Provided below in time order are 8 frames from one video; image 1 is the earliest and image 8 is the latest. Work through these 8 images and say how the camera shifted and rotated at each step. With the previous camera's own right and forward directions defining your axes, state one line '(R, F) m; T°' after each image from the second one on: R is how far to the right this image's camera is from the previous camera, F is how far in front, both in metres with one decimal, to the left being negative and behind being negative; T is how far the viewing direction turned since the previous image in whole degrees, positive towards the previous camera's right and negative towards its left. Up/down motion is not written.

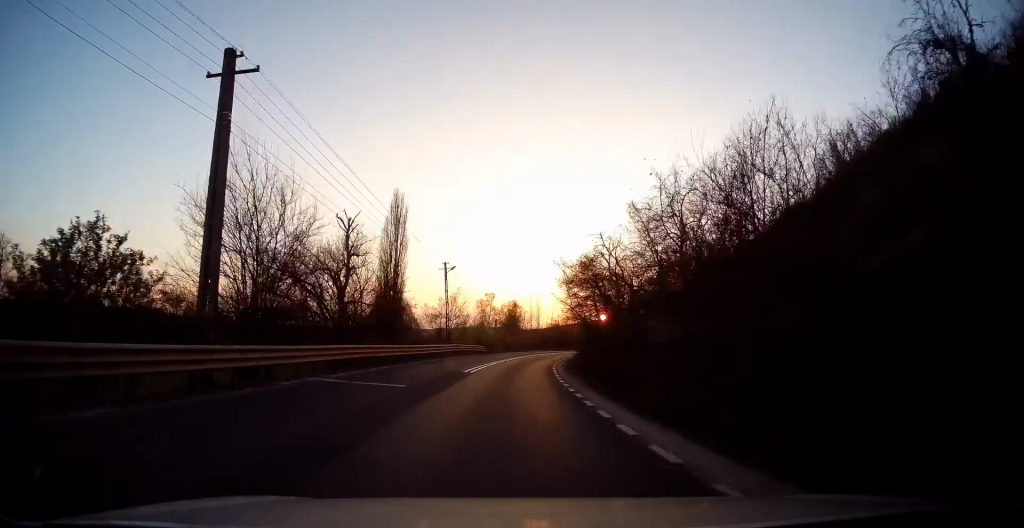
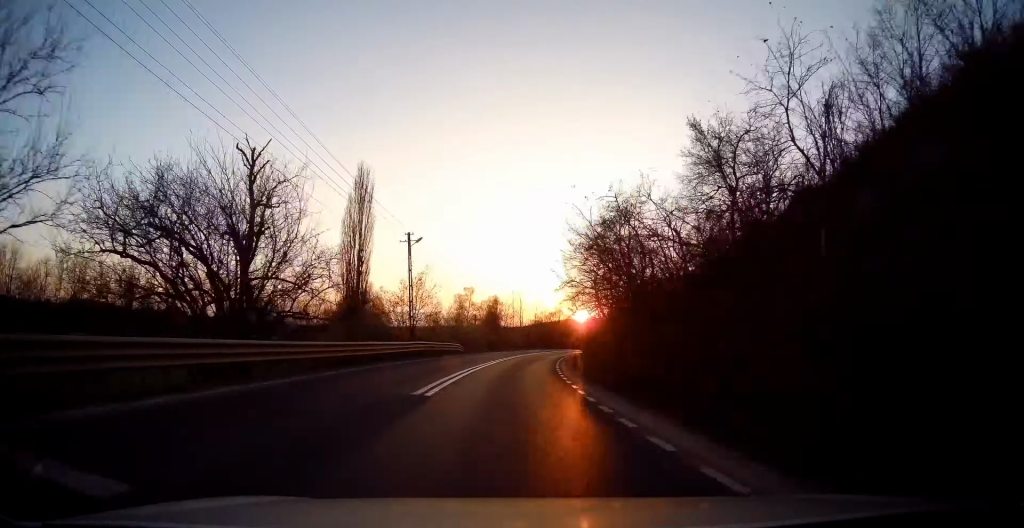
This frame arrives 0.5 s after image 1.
(+0.2, +11.2) m; +1°
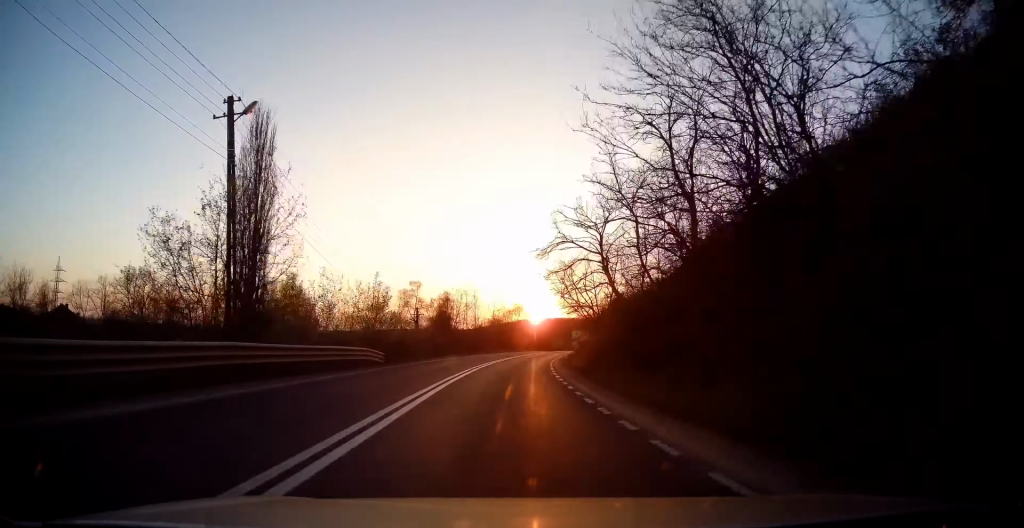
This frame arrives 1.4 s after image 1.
(+0.4, +20.3) m; +3°
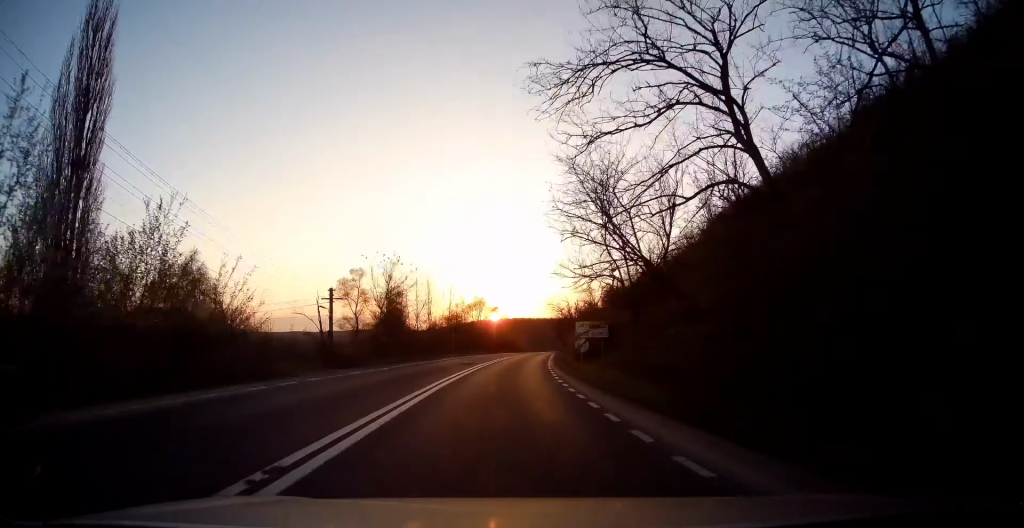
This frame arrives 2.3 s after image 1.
(+0.7, +21.2) m; +4°
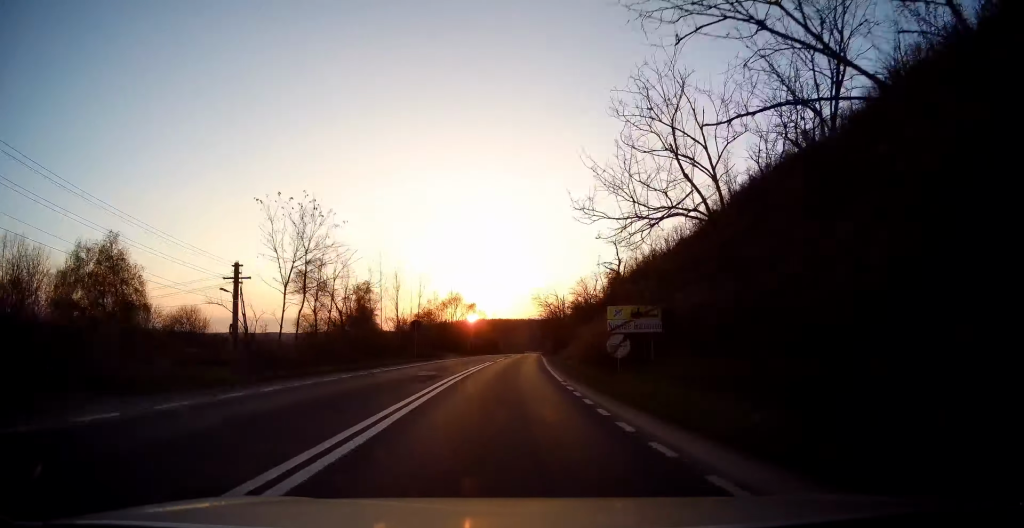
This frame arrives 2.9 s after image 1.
(+0.1, +13.0) m; +3°
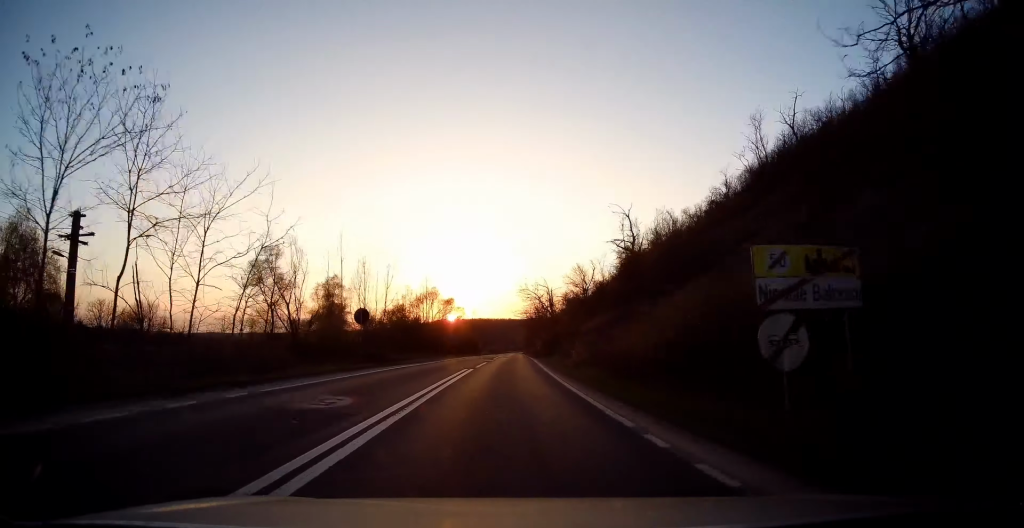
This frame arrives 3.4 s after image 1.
(+0.5, +11.5) m; +2°
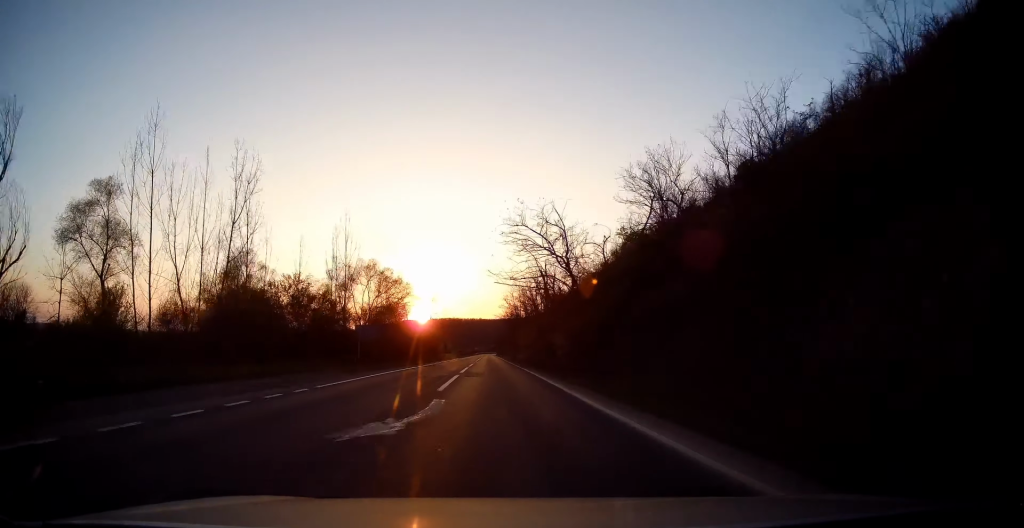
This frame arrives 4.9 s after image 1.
(+1.0, +34.8) m; +4°
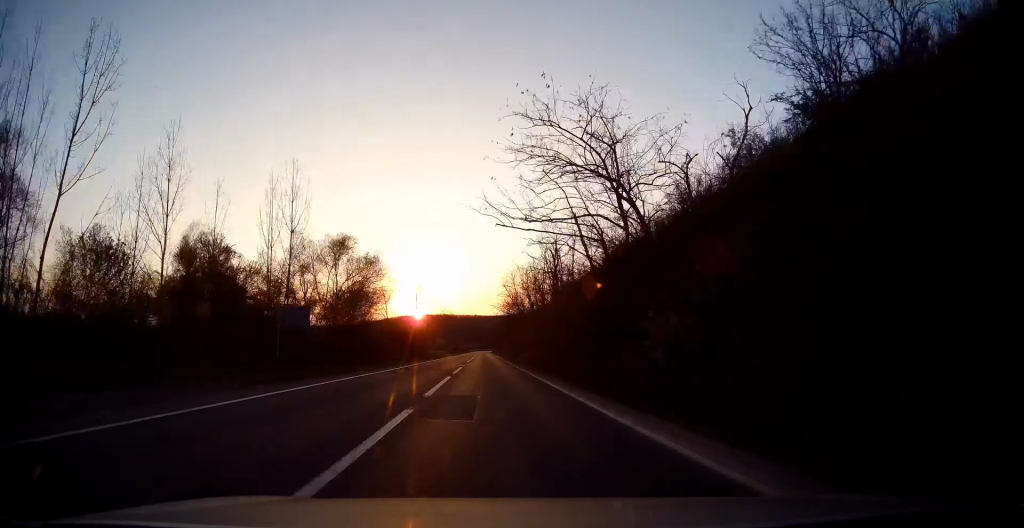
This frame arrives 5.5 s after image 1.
(+0.6, +14.1) m; +1°
